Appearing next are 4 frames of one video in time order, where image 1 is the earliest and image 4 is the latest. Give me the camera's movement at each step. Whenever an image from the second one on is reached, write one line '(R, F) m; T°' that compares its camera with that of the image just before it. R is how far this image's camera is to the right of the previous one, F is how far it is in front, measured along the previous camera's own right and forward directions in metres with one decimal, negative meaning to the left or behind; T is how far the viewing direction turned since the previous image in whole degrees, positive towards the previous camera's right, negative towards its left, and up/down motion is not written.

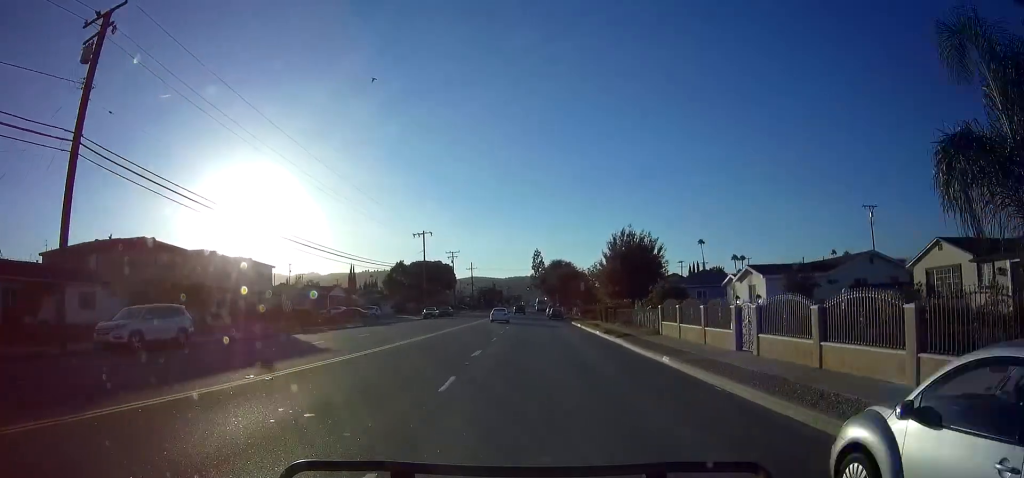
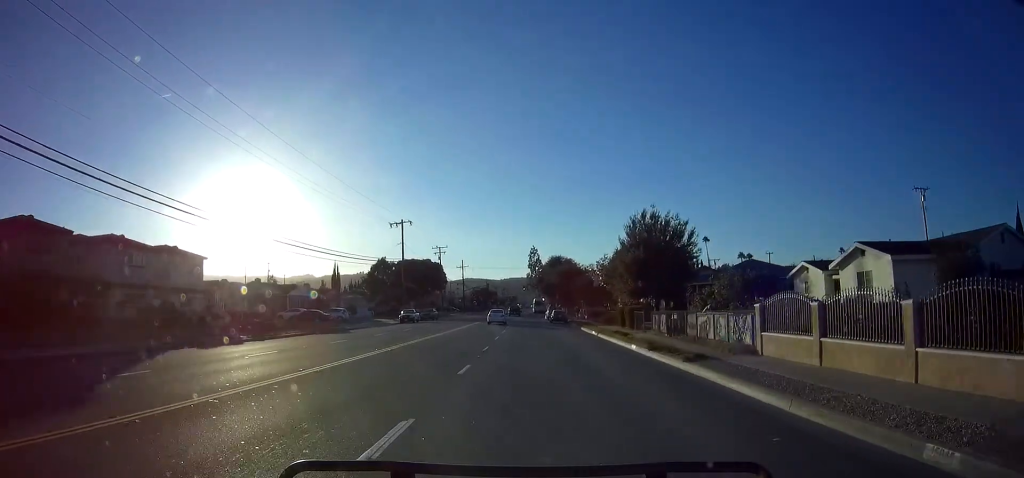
(+0.1, +12.1) m; +1°
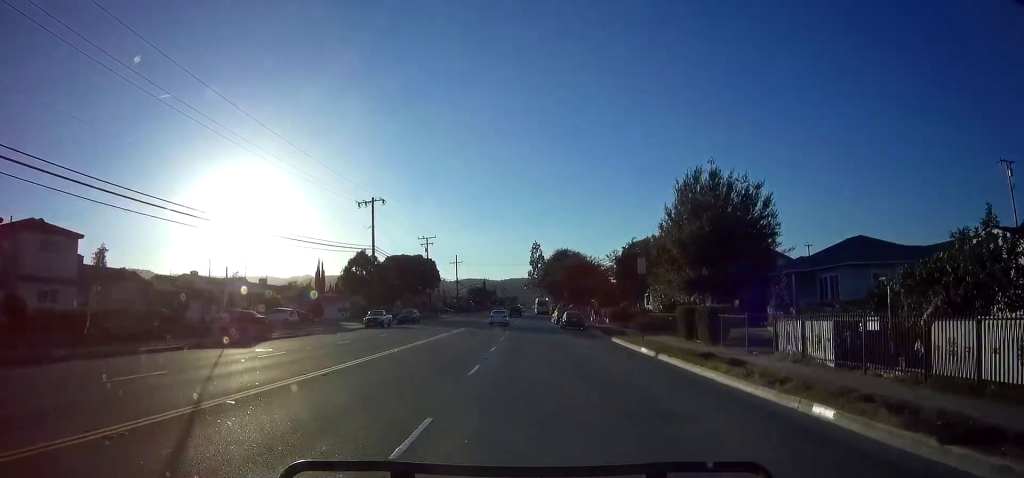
(+0.1, +14.5) m; 0°
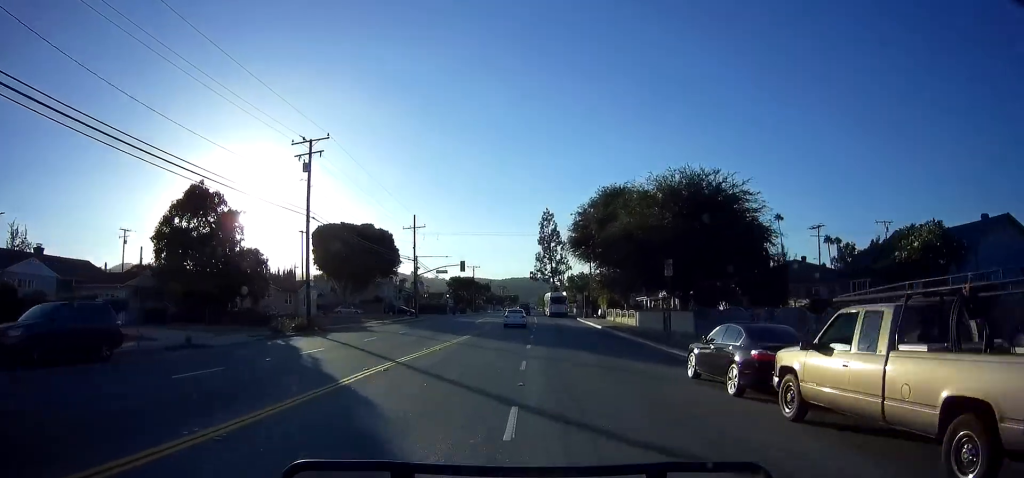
(-0.4, +50.3) m; -1°
